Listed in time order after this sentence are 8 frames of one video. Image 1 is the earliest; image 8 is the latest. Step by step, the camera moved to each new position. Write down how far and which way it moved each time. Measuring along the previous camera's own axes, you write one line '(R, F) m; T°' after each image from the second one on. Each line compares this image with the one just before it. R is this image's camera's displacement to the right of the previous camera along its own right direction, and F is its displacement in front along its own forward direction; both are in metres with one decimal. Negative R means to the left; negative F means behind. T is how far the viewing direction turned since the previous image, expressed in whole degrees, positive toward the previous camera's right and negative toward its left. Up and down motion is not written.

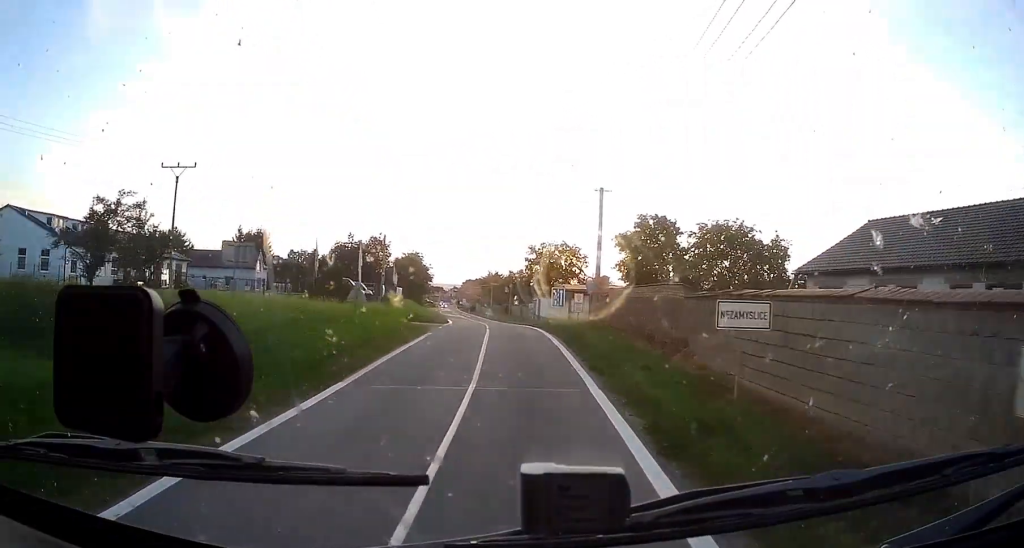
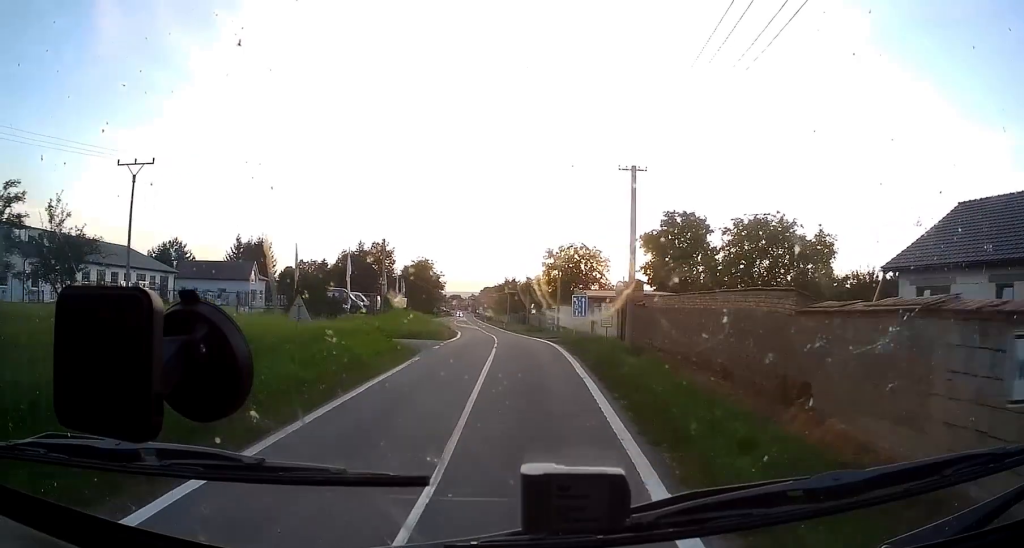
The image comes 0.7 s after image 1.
(0.0, +7.2) m; 0°
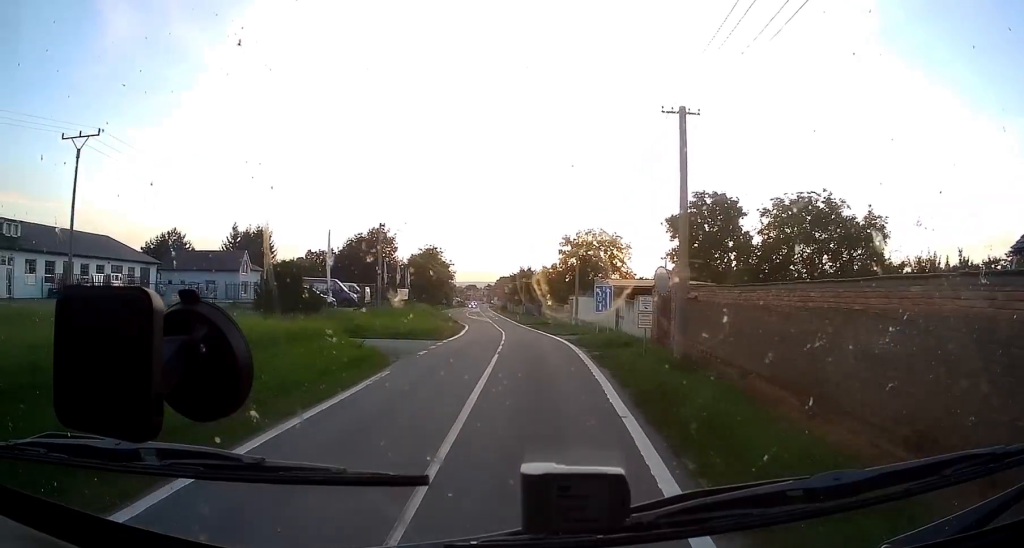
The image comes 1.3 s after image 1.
(0.0, +6.9) m; -2°
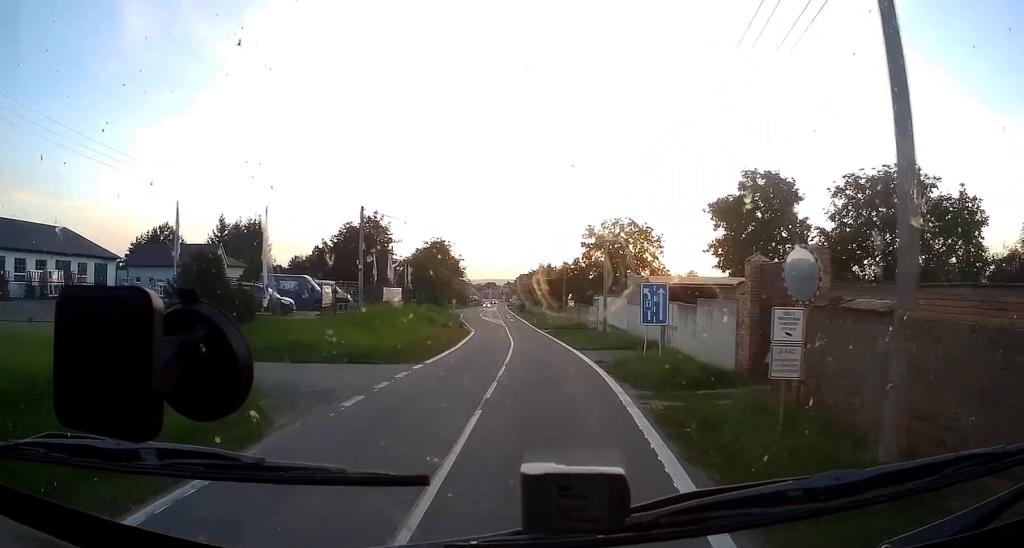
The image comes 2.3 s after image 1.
(-0.3, +10.9) m; -3°
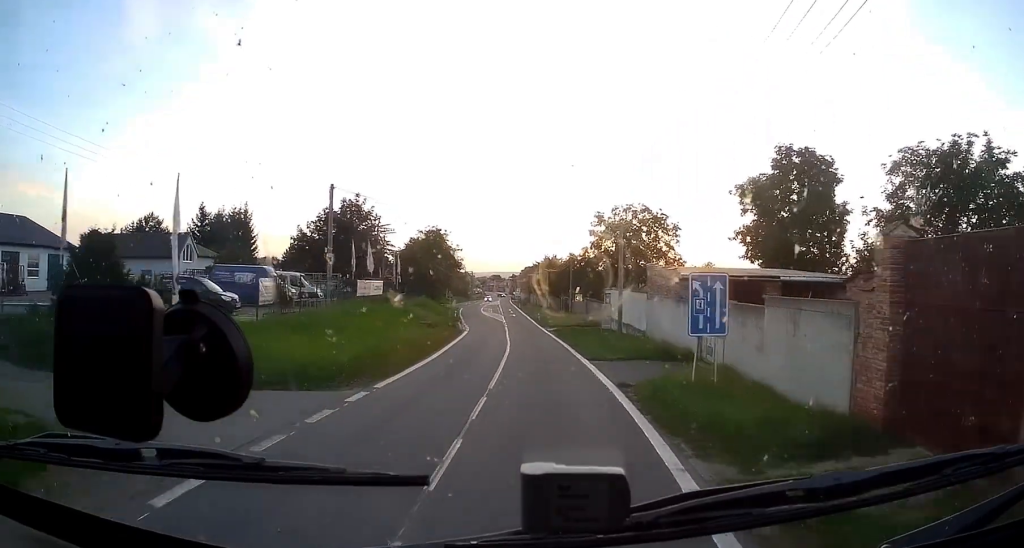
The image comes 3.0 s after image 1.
(-0.2, +7.5) m; -1°
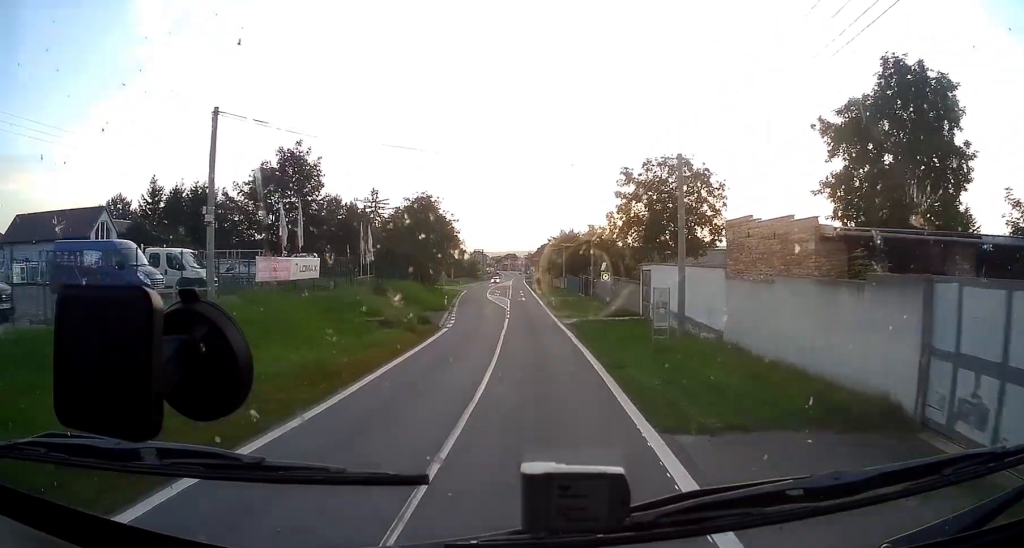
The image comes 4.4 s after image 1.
(0.0, +15.2) m; 0°
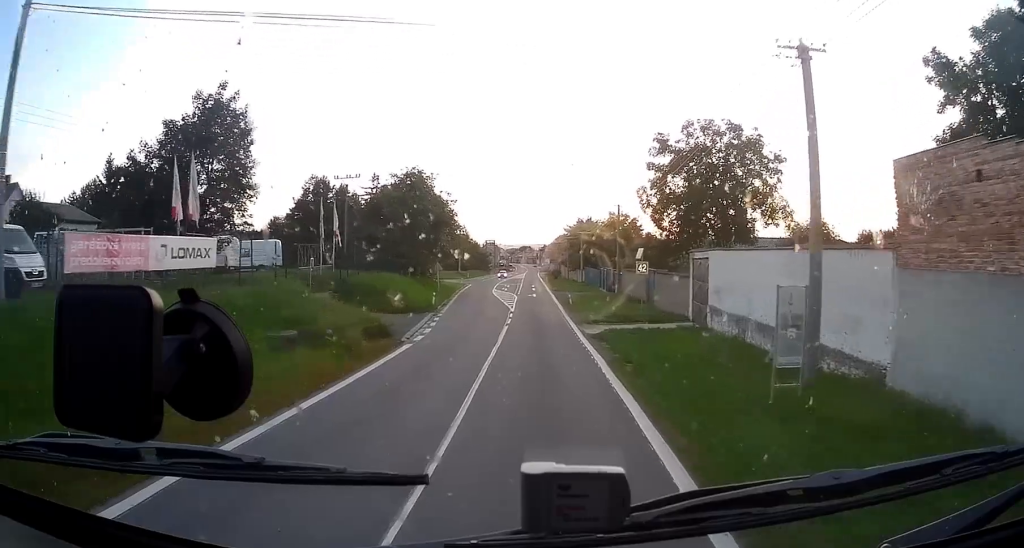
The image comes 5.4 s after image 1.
(0.0, +11.4) m; 0°
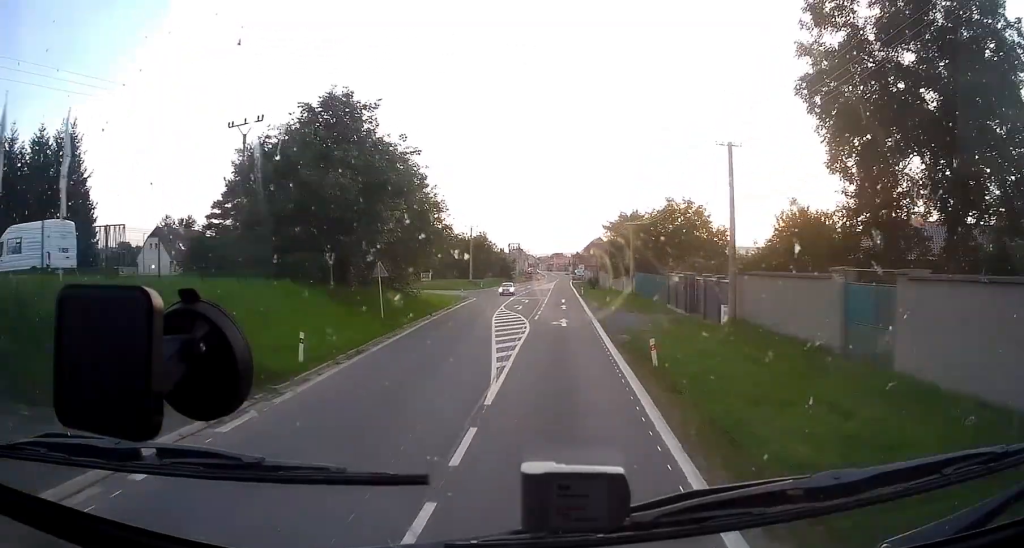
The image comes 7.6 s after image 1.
(-0.8, +26.1) m; -5°
